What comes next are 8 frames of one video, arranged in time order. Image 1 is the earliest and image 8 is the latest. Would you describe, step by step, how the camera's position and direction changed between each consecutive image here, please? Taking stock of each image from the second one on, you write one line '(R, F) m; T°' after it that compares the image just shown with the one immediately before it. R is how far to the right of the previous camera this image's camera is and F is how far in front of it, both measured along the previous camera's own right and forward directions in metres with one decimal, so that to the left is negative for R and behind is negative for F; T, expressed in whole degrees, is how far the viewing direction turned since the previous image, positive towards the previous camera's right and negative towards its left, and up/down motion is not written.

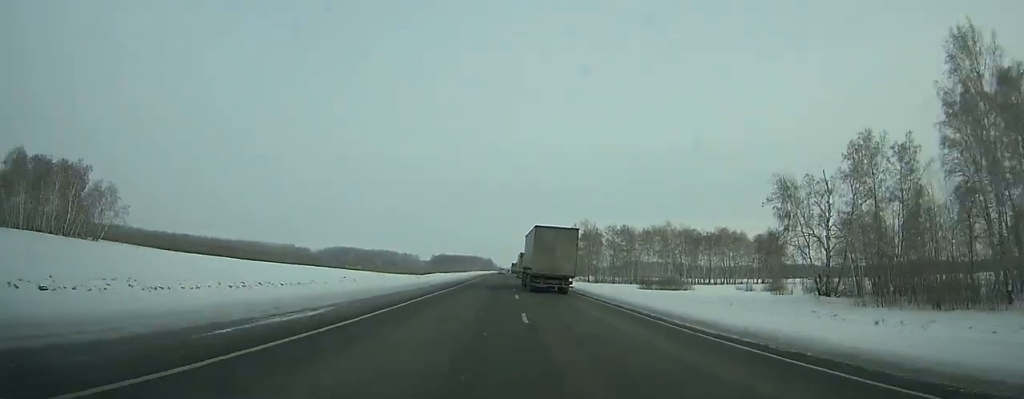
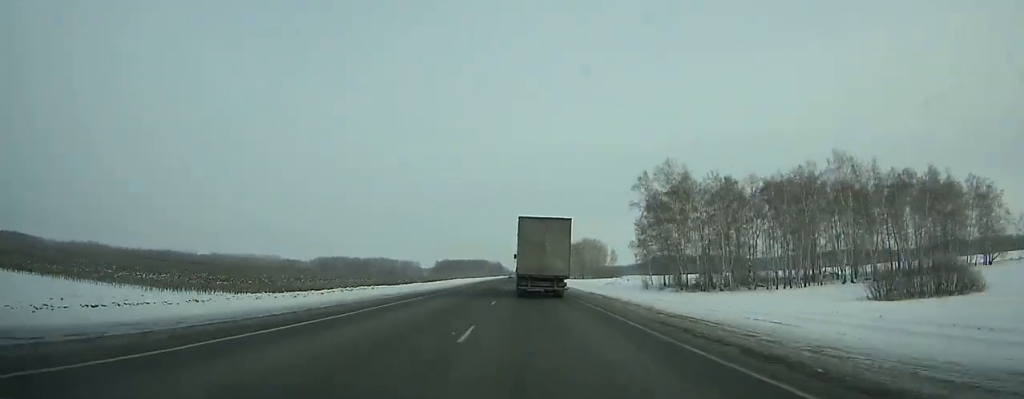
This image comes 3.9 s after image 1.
(-0.9, +100.4) m; -1°
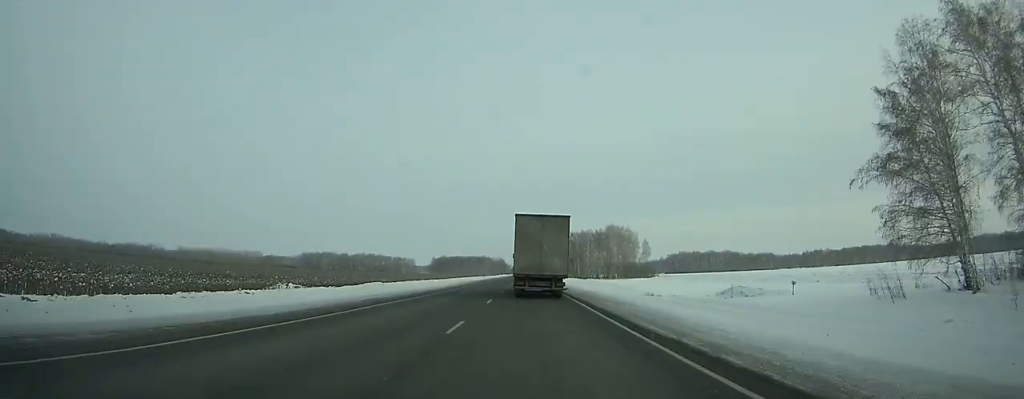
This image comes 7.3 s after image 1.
(-0.2, +82.5) m; 0°
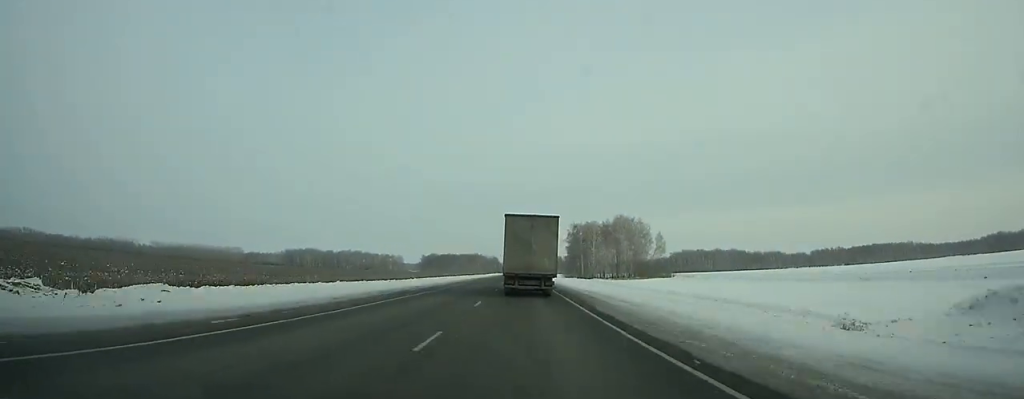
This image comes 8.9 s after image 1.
(+0.1, +37.9) m; 0°
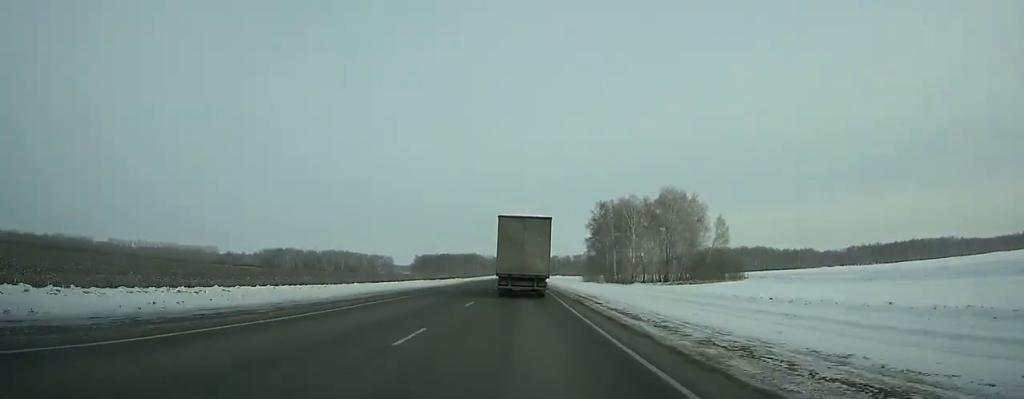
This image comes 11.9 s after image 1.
(+0.1, +71.2) m; 0°
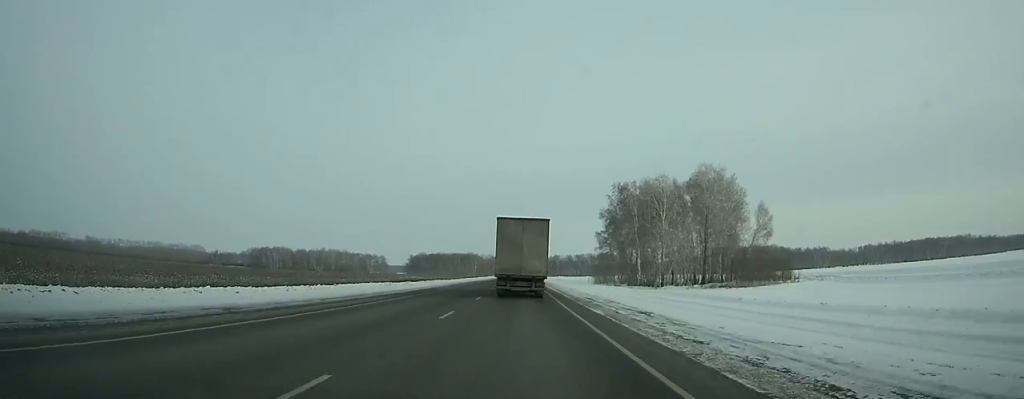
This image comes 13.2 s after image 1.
(+0.1, +30.9) m; 0°
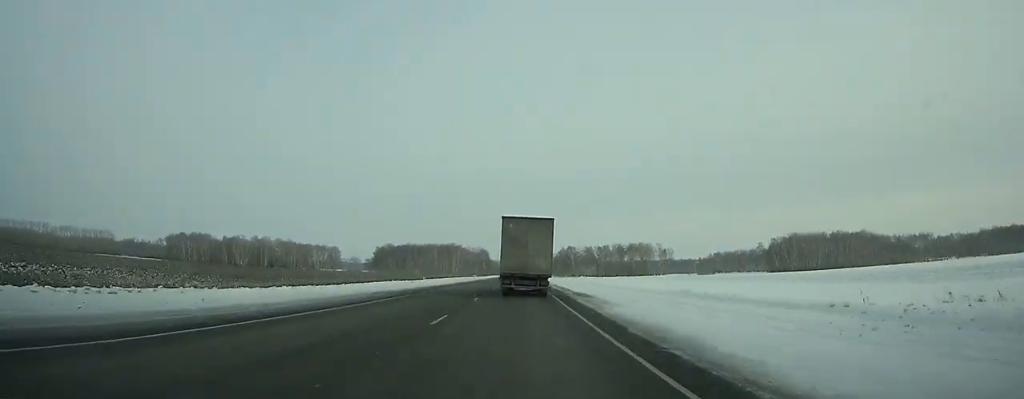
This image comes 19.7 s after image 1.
(-0.6, +160.0) m; 0°
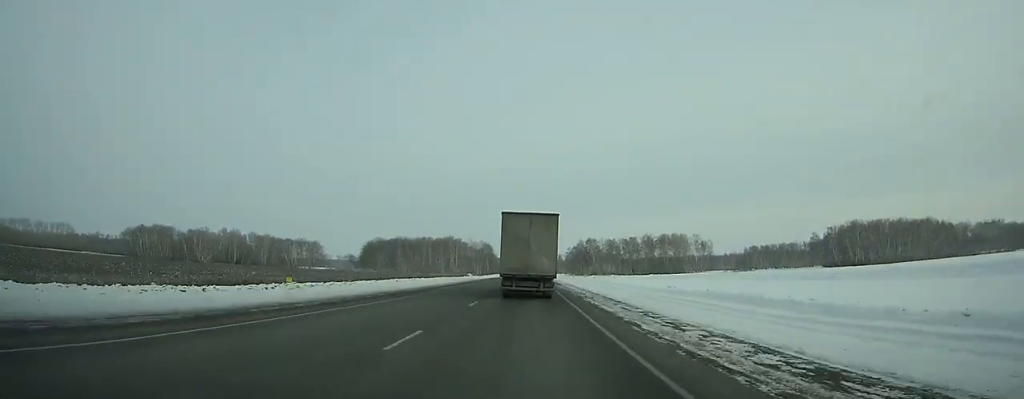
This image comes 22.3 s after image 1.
(-0.1, +67.8) m; -1°
